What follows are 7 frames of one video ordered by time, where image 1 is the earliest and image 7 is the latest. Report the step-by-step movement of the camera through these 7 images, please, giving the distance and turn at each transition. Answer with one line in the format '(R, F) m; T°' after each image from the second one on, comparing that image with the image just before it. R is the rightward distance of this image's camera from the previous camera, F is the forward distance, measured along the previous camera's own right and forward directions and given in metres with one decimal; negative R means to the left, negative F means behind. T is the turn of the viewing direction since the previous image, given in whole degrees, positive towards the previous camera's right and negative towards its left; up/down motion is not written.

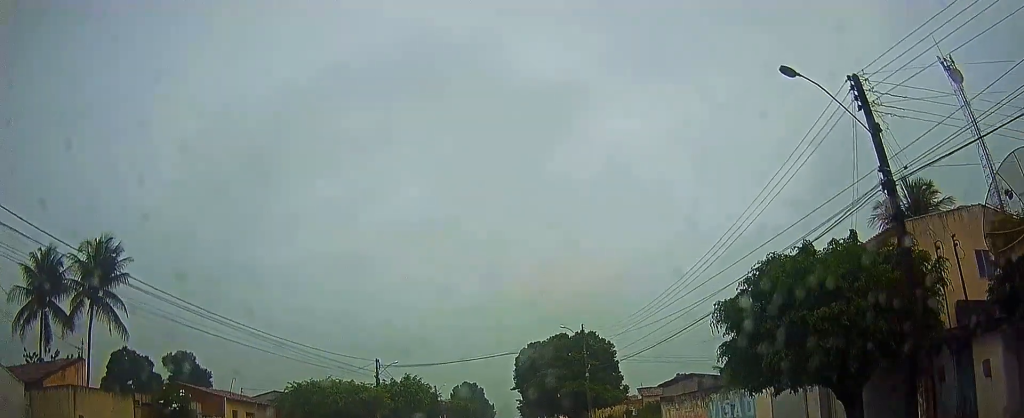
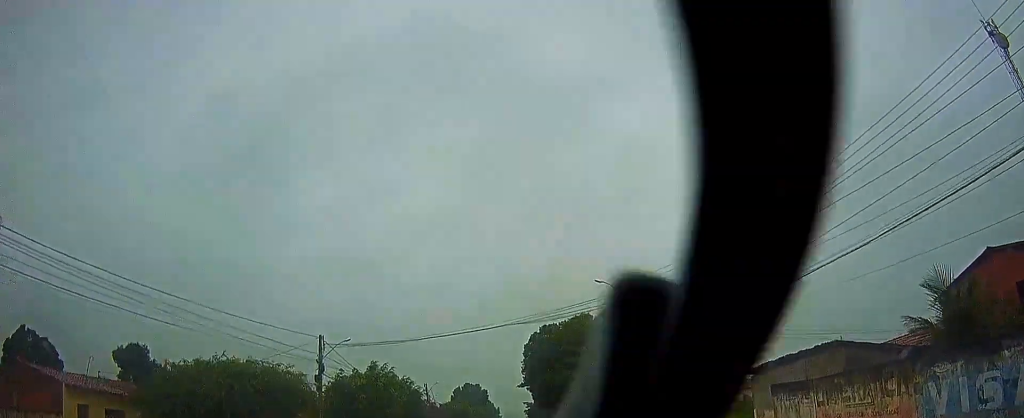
(-0.1, +12.4) m; +1°
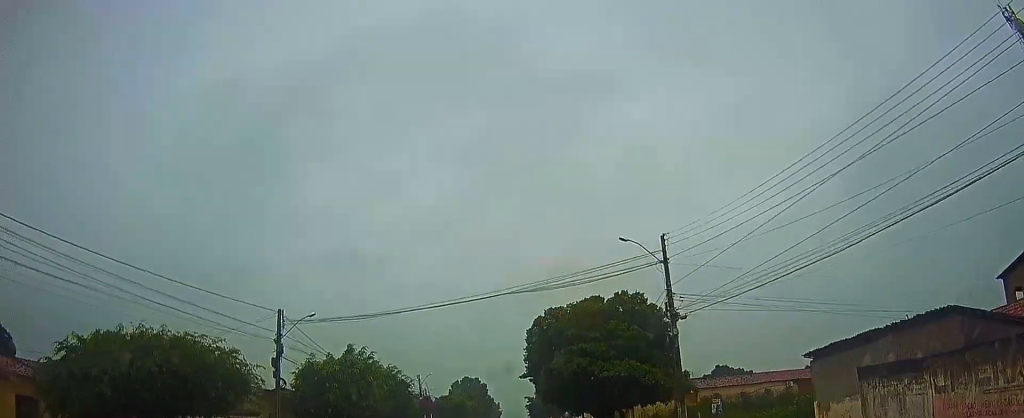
(+0.2, +4.0) m; -1°
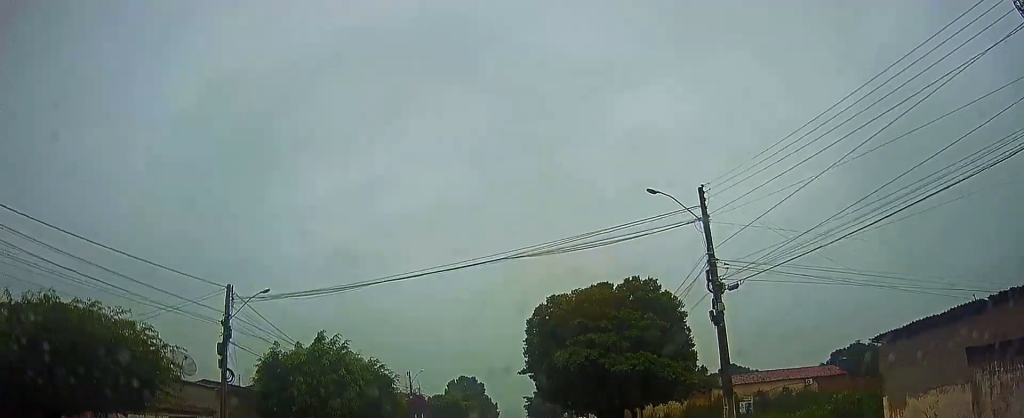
(-0.2, +3.8) m; -2°
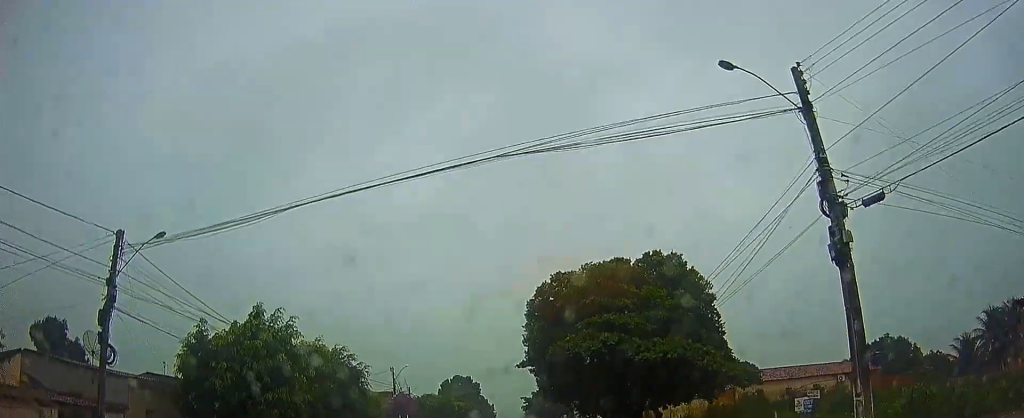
(-0.2, +5.6) m; -2°
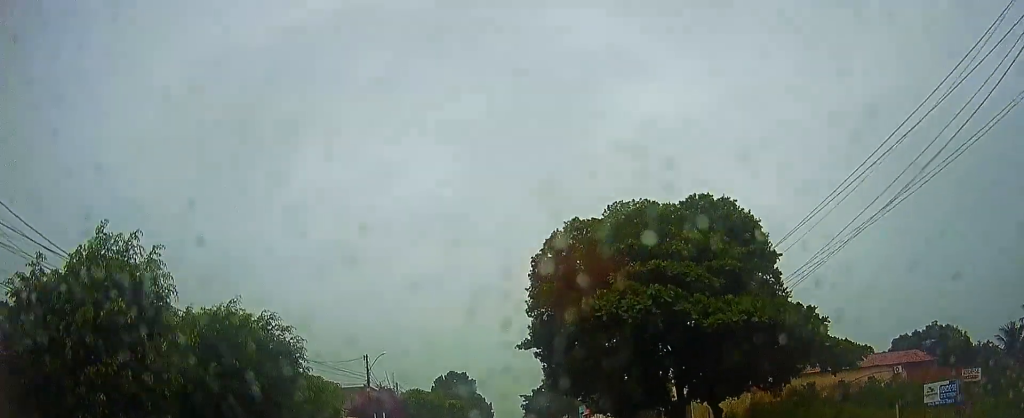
(-0.1, +7.8) m; +1°
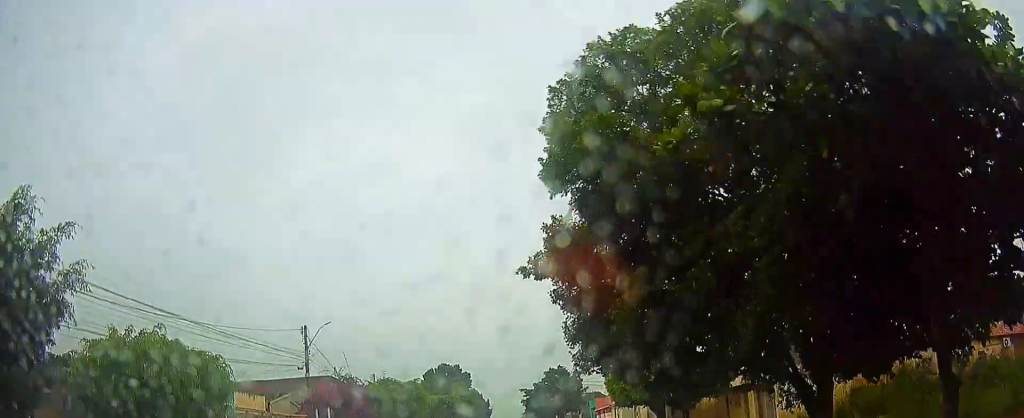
(+0.3, +11.1) m; +2°
